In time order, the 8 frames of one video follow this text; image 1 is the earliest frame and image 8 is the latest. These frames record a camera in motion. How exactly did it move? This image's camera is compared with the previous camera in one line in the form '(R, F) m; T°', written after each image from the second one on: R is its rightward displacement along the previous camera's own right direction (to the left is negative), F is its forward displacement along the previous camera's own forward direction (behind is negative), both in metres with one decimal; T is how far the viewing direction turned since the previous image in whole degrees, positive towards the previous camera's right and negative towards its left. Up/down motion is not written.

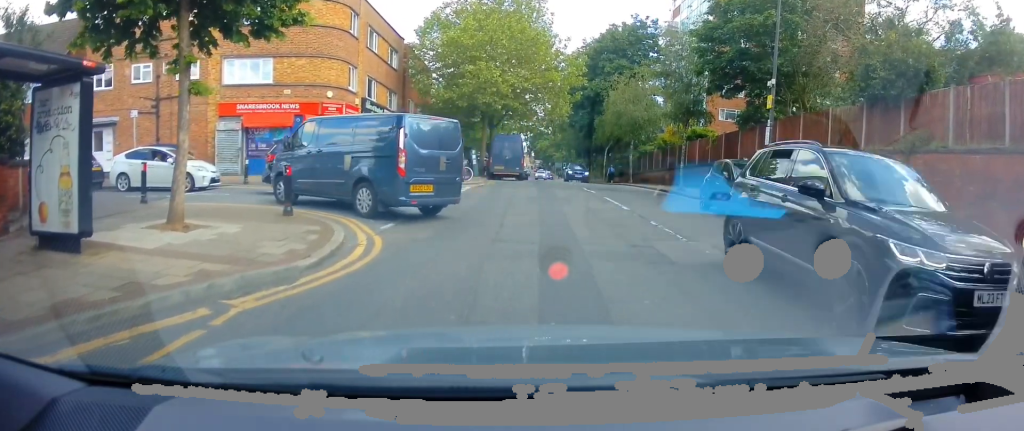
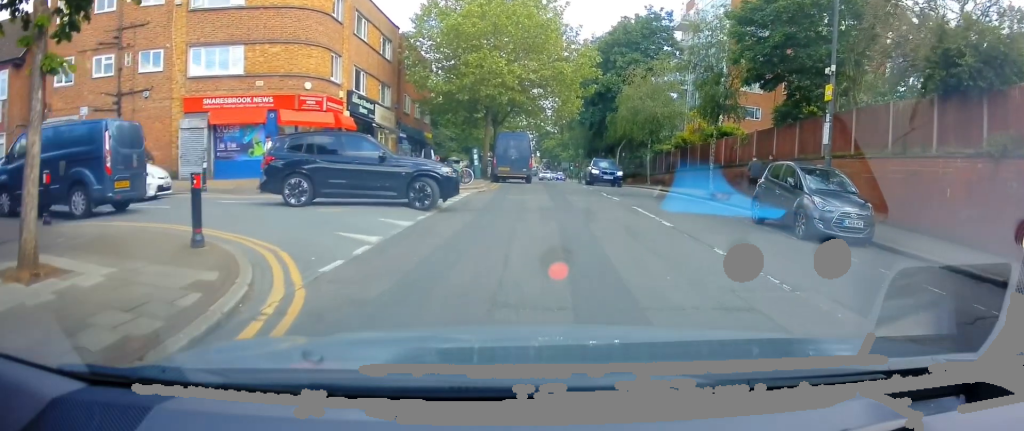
(-0.2, +2.7) m; -3°
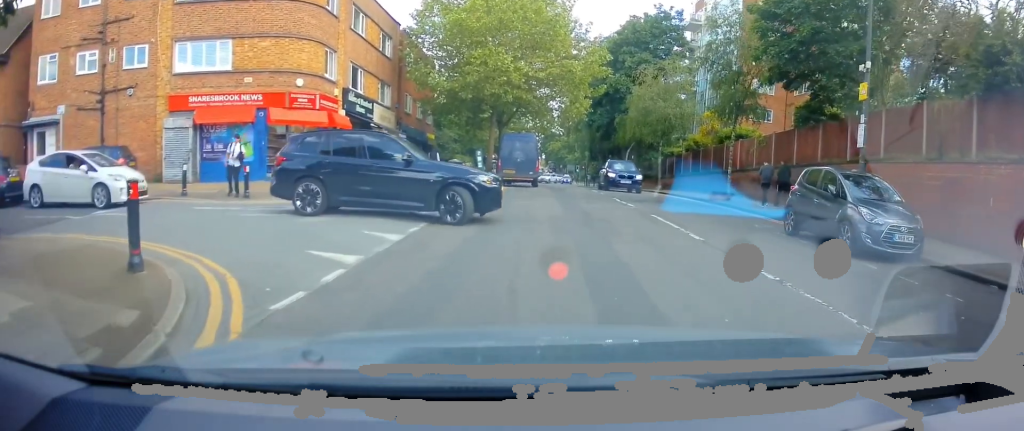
(0.0, +1.7) m; +5°
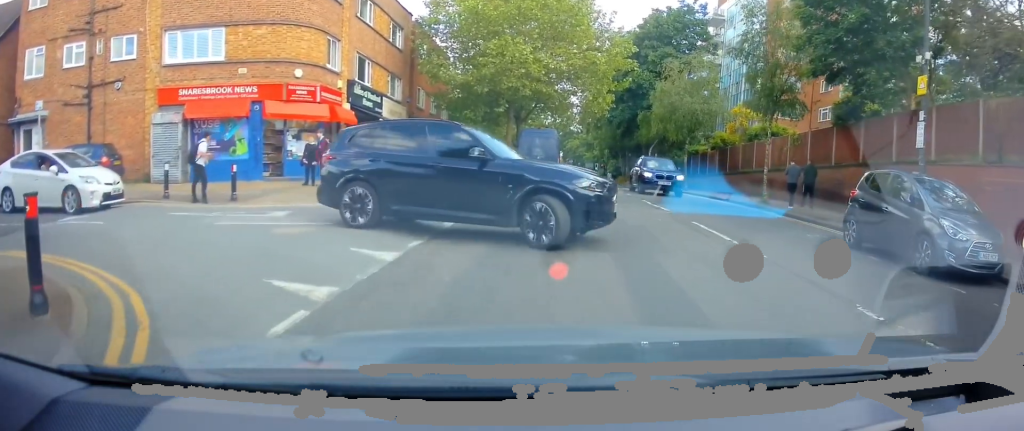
(+0.1, +2.0) m; 0°
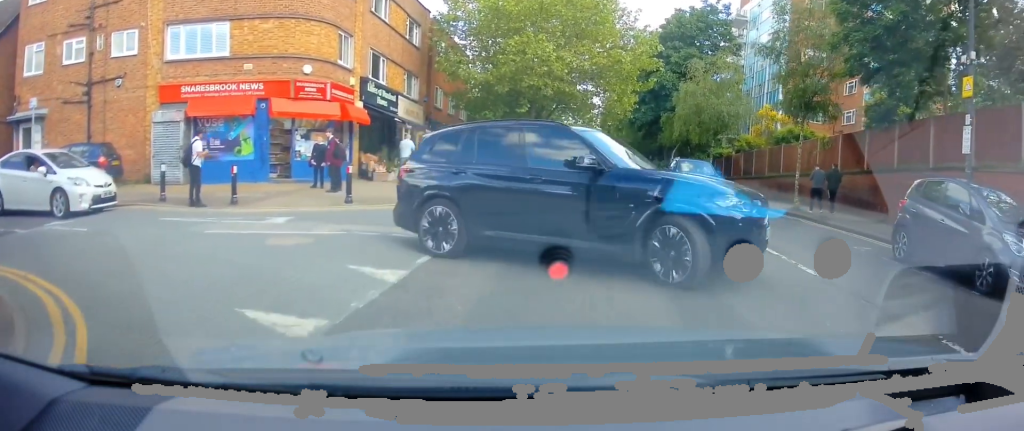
(+0.3, +1.2) m; -12°
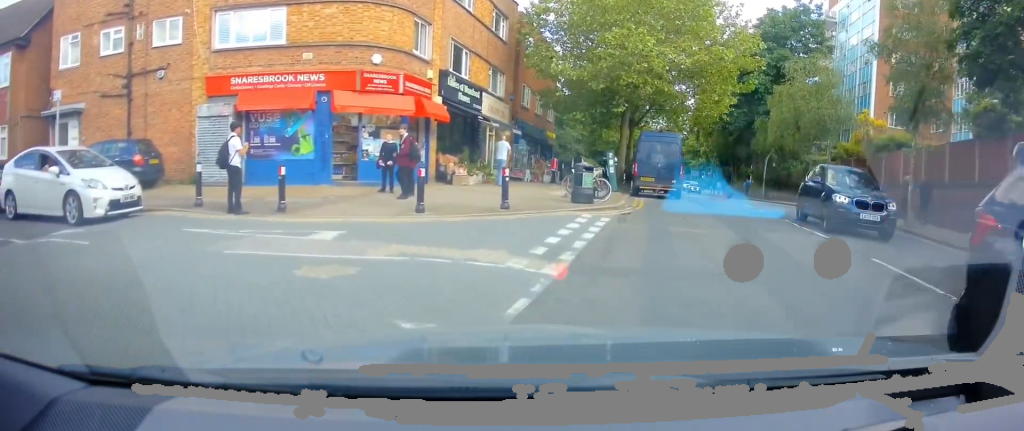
(-0.9, +2.2) m; -15°
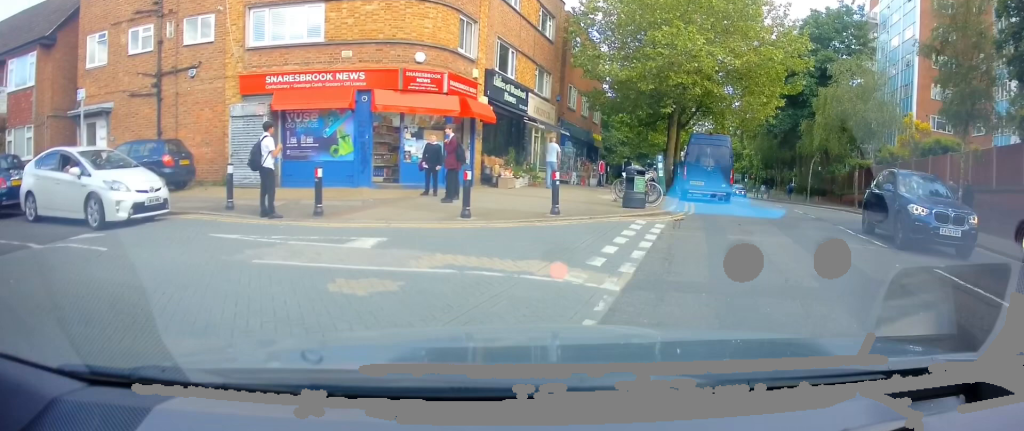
(+0.2, +0.7) m; +1°
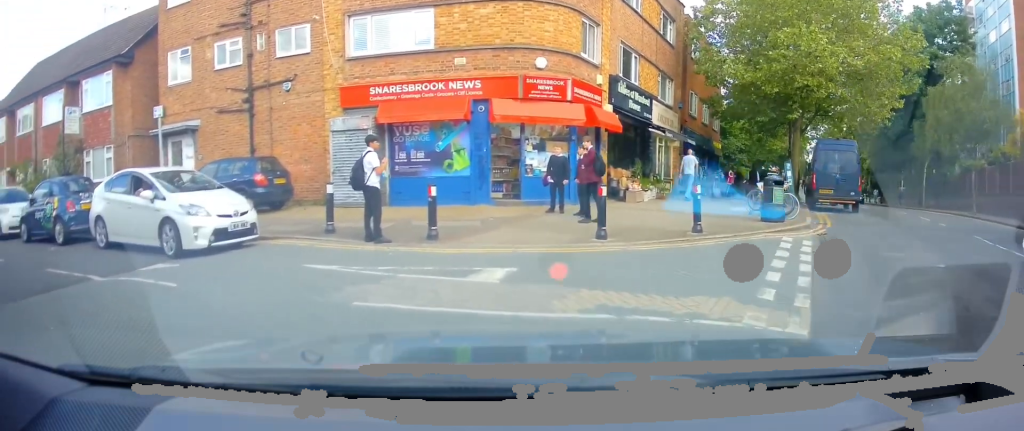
(0.0, +1.3) m; -16°
